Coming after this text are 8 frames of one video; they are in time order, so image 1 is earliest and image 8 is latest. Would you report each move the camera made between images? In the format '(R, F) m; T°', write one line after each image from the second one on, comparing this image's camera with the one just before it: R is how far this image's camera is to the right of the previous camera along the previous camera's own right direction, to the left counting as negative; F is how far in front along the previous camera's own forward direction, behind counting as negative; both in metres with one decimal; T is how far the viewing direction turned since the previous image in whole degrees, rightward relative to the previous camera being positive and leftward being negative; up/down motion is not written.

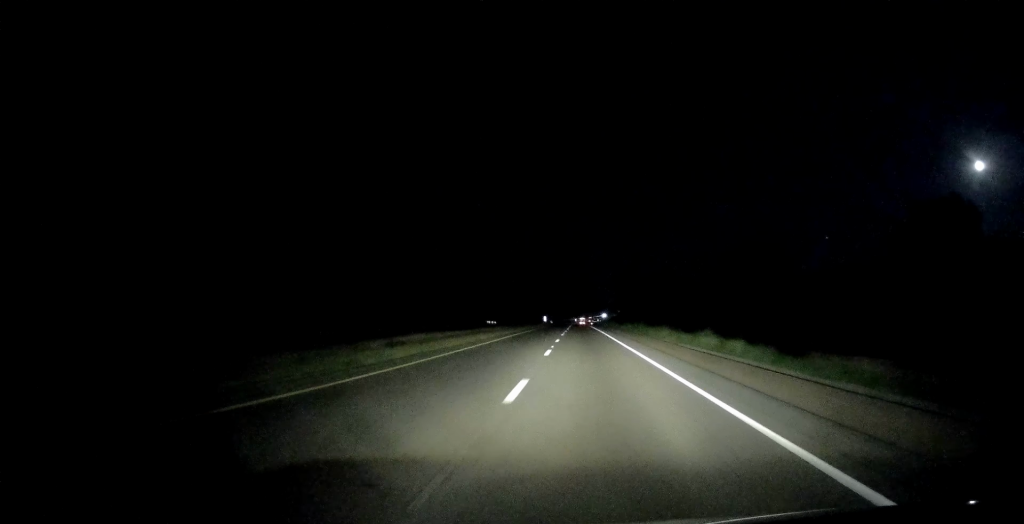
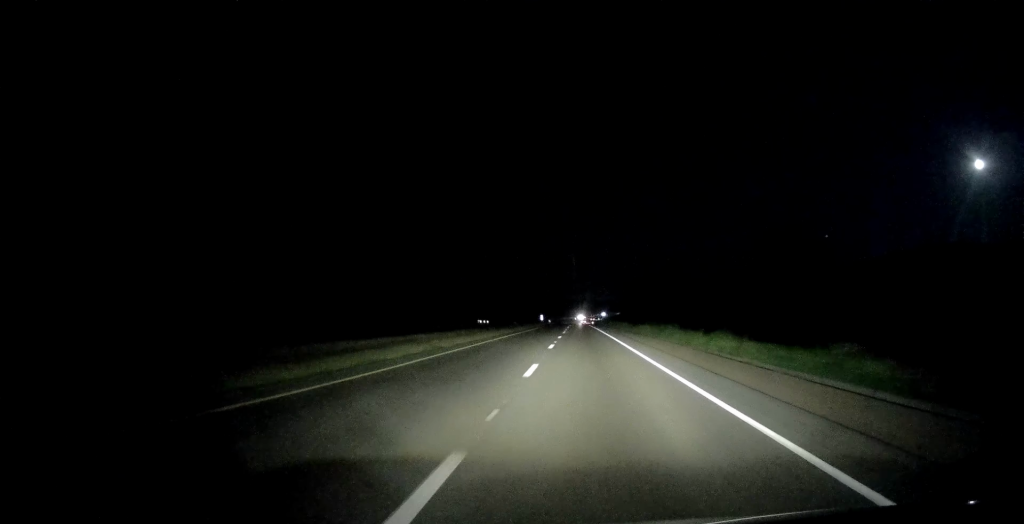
(+0.1, +20.0) m; 0°
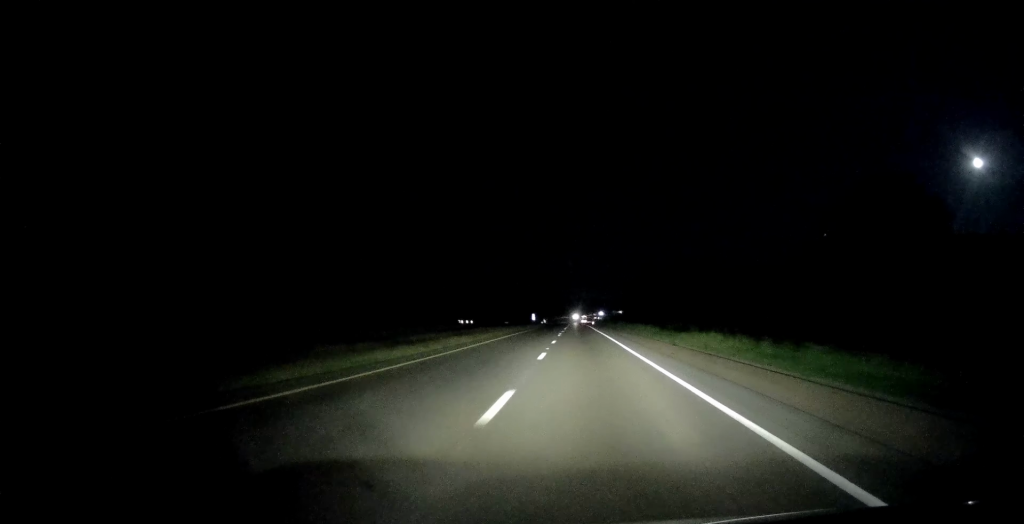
(-0.1, +30.6) m; 0°
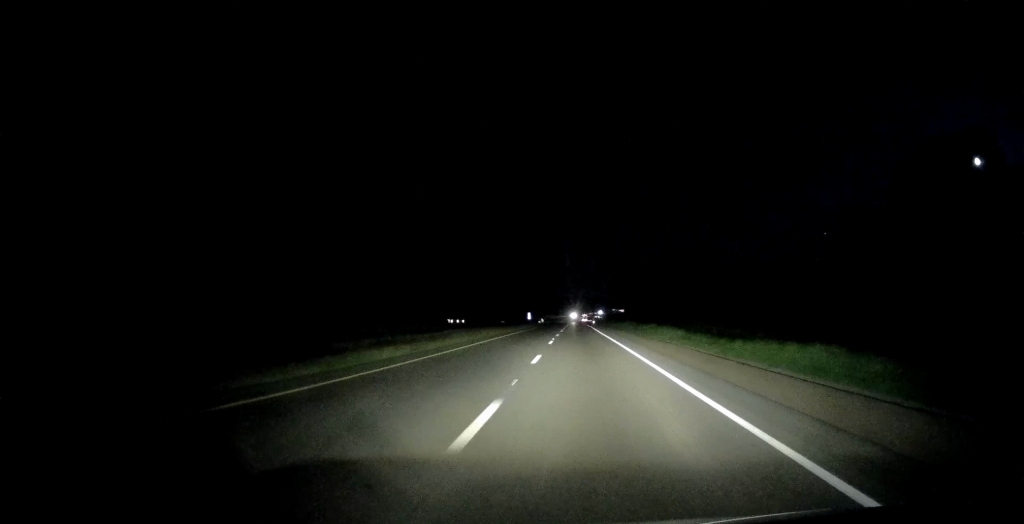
(+0.1, +13.7) m; 0°
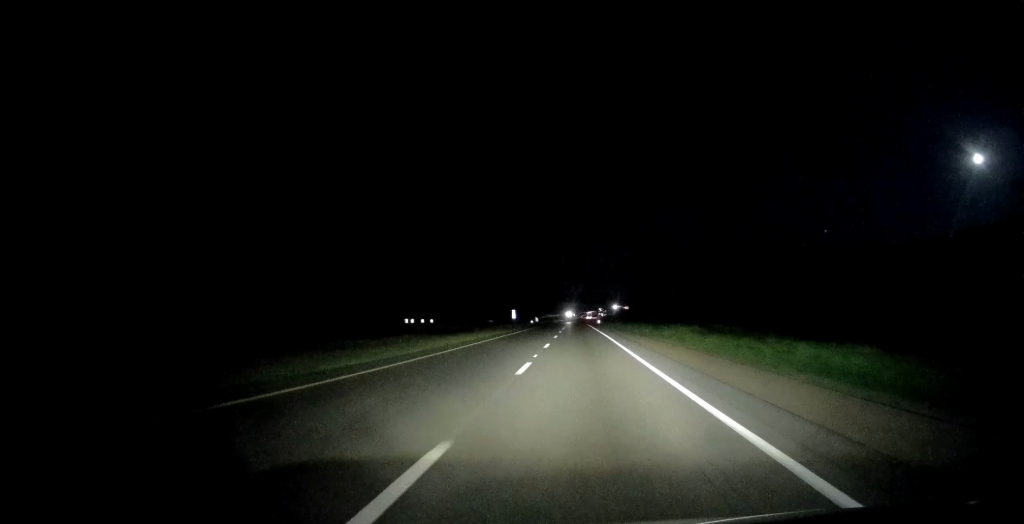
(-0.6, +41.1) m; -1°
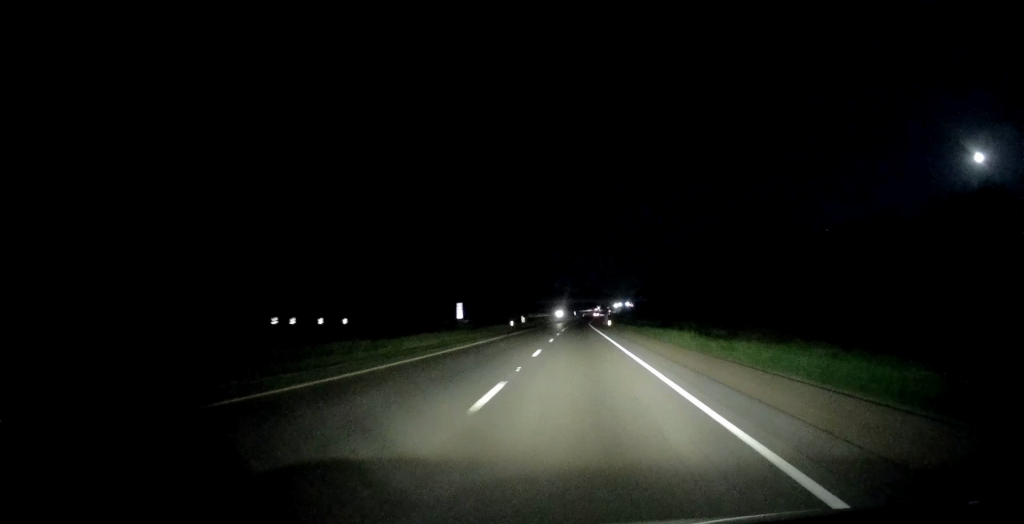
(+0.9, +53.6) m; +1°
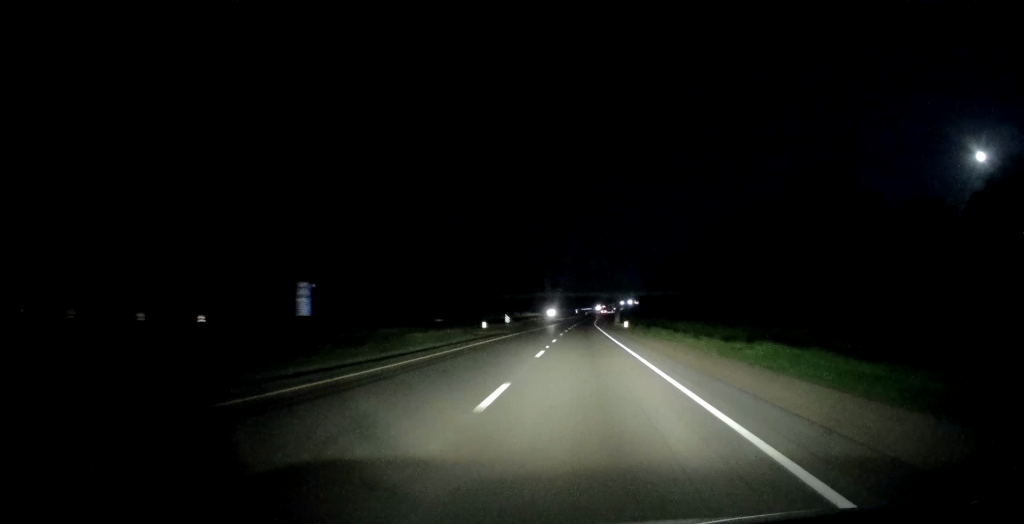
(0.0, +36.8) m; 0°
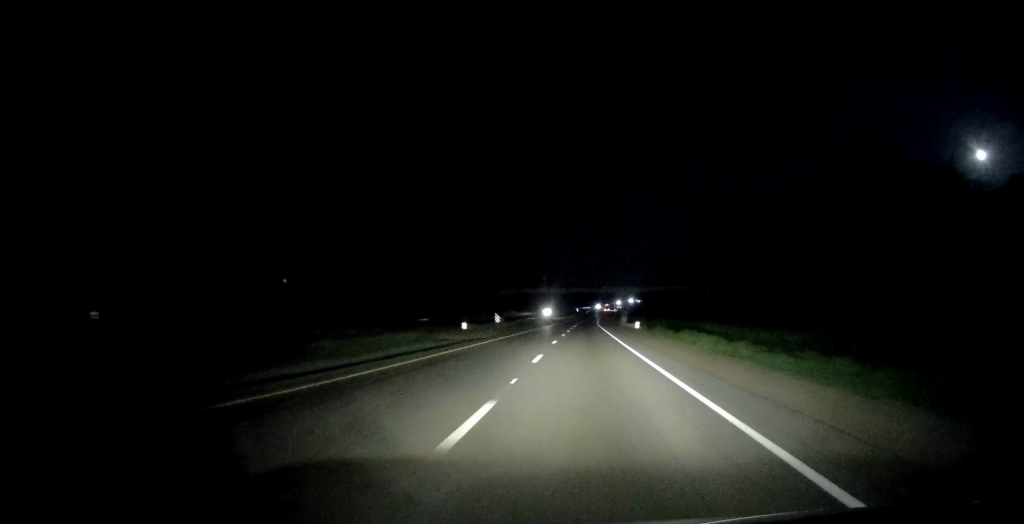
(0.0, +14.7) m; 0°
